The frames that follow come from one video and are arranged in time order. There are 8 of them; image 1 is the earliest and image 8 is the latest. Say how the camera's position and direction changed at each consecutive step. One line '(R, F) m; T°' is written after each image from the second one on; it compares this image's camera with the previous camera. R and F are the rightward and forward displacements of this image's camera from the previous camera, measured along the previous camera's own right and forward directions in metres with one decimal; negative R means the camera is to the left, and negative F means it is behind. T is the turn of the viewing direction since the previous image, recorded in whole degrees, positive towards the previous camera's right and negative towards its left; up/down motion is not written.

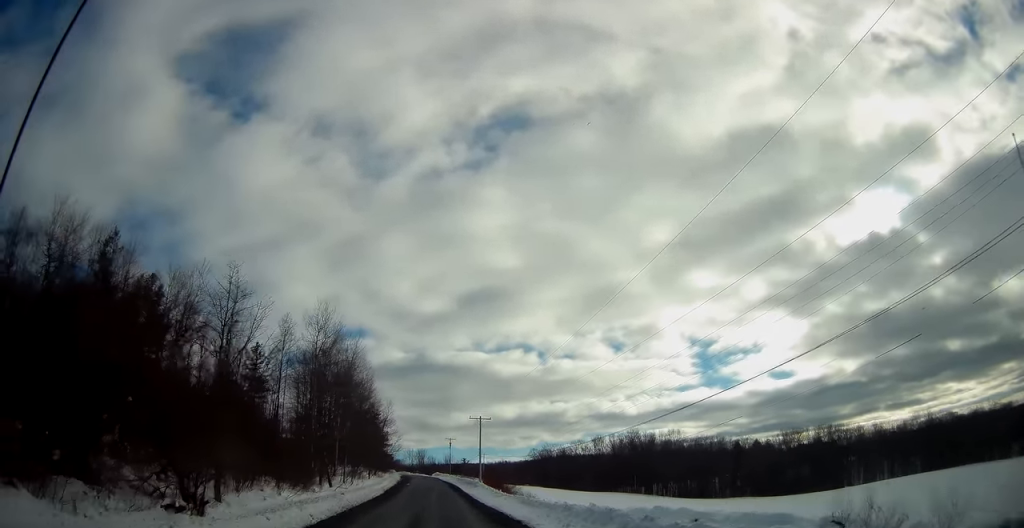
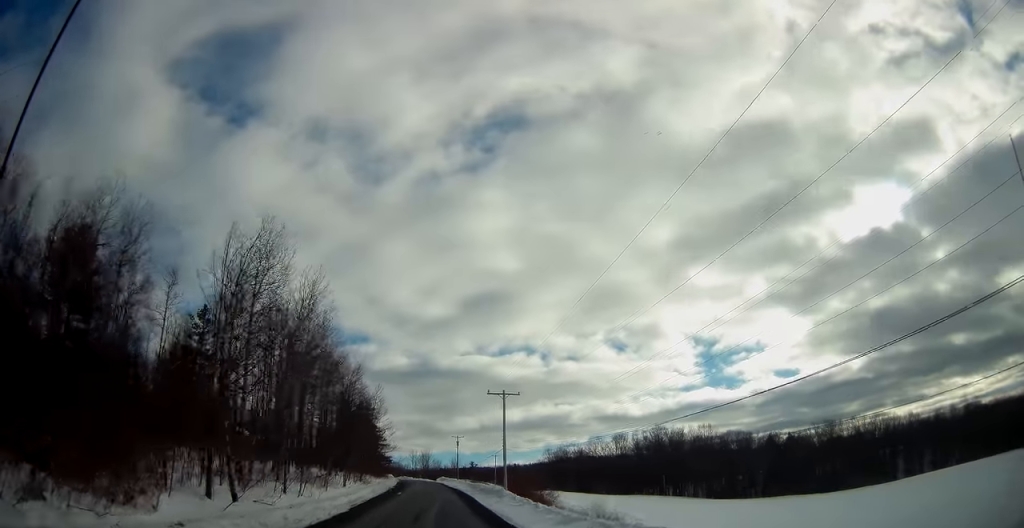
(-0.1, +21.5) m; -1°
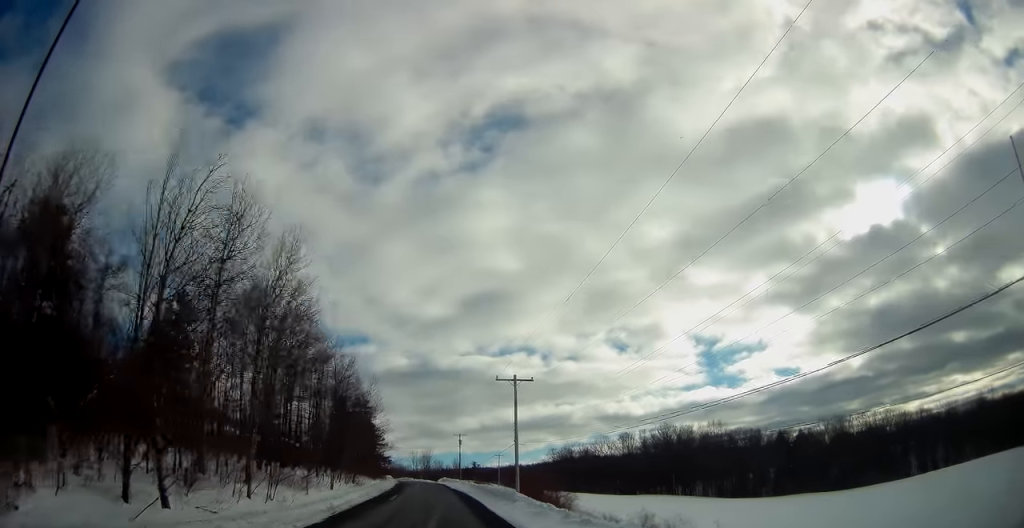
(0.0, +6.3) m; -1°
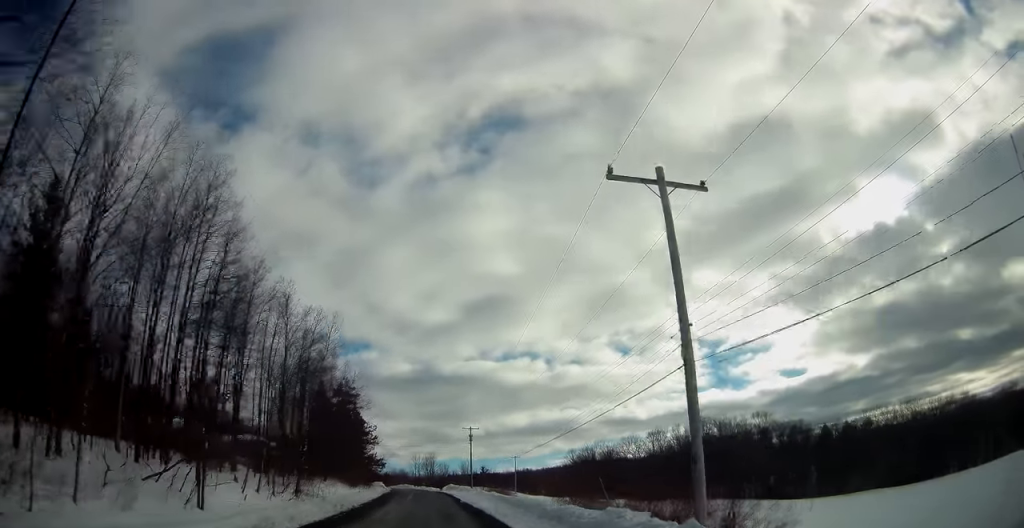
(-0.4, +25.4) m; -1°
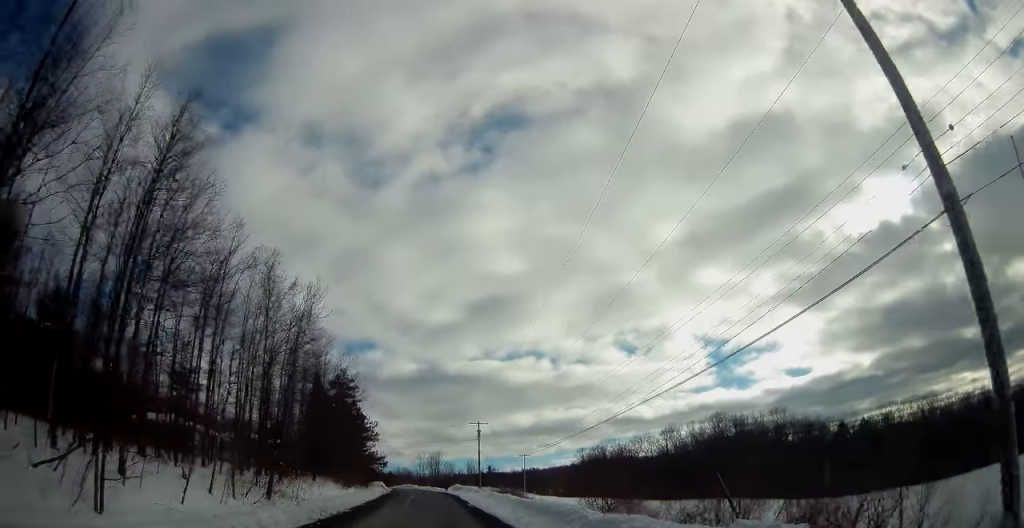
(0.0, +6.9) m; 0°
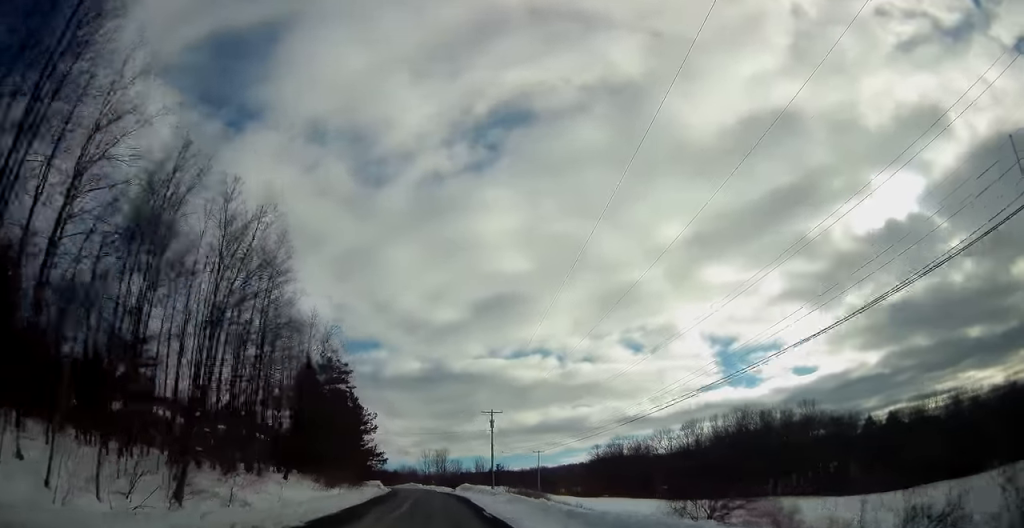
(+0.2, +11.3) m; 0°
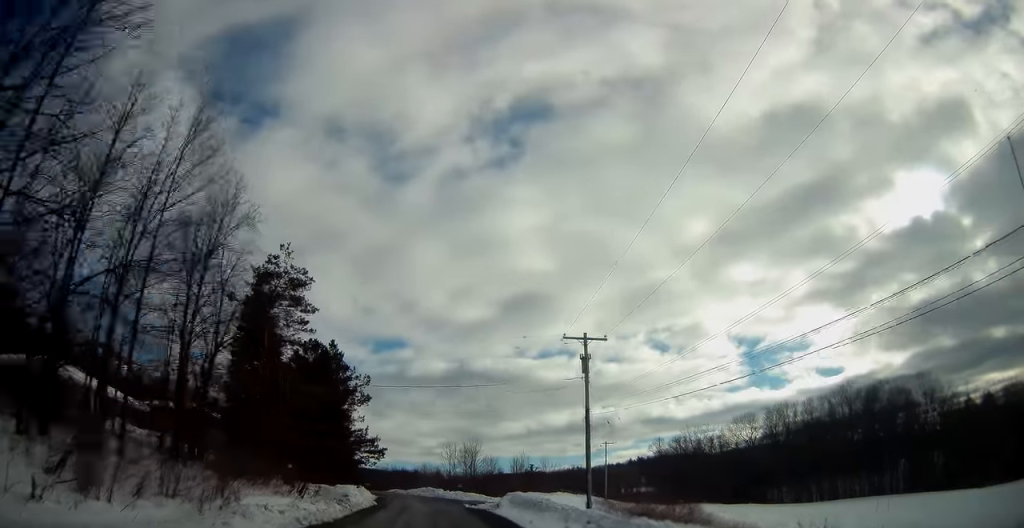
(-0.7, +36.1) m; -2°
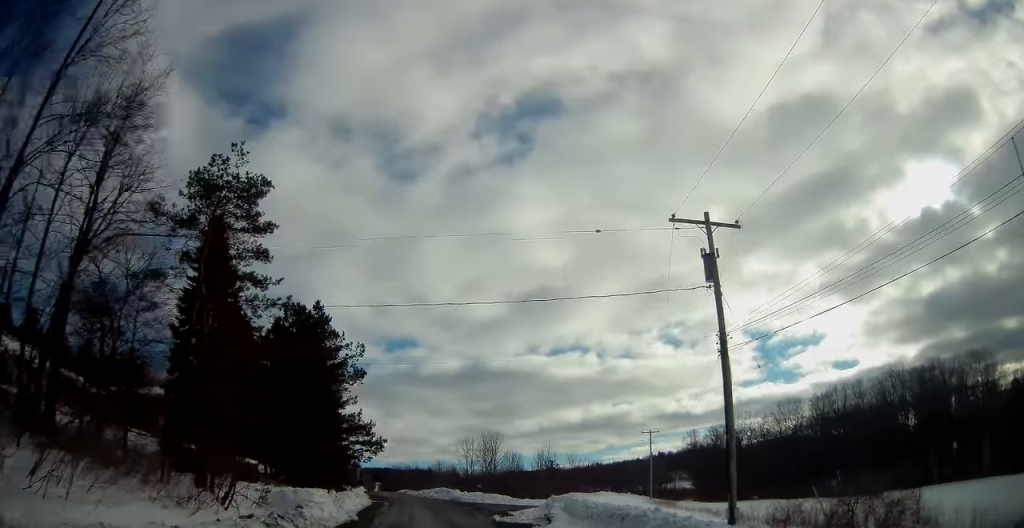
(-0.2, +15.0) m; -2°
